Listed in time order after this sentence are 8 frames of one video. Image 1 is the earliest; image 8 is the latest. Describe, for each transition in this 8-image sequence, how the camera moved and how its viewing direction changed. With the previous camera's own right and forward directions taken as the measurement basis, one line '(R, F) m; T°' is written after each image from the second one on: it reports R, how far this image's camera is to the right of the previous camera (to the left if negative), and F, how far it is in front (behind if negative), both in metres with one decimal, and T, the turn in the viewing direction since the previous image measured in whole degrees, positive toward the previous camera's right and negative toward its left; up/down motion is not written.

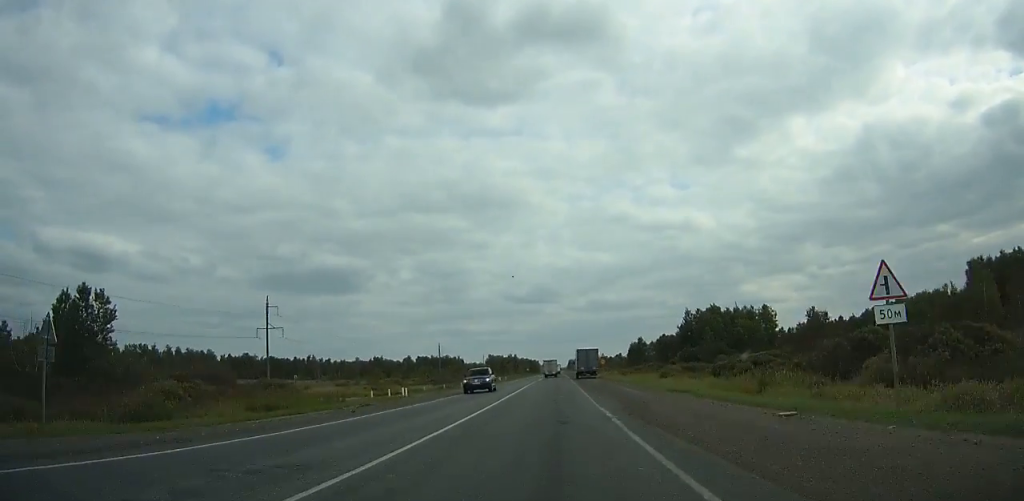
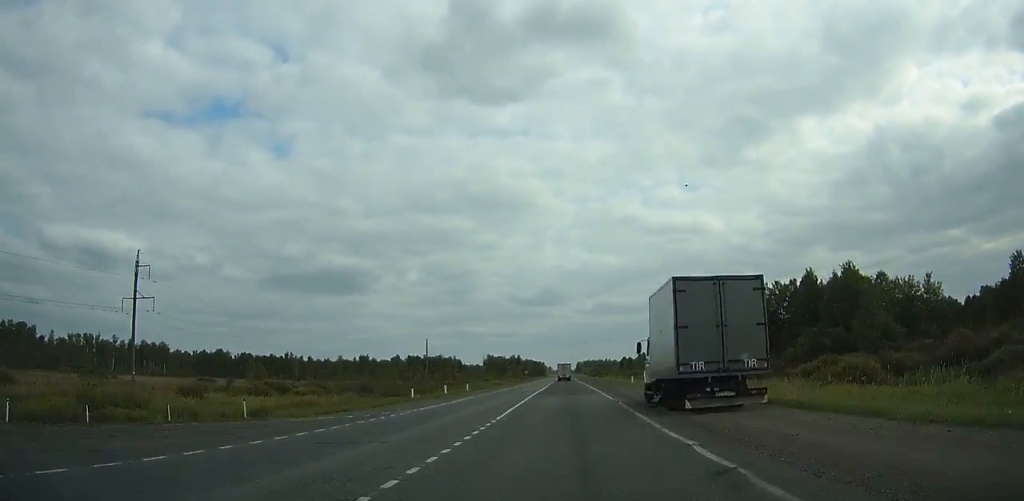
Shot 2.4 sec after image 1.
(0.0, +54.0) m; 0°
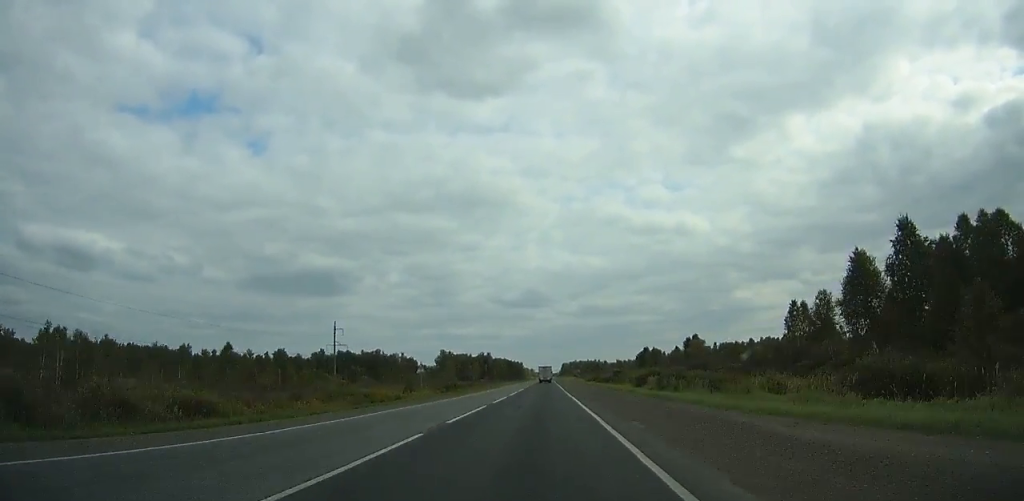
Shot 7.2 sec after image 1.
(+0.7, +108.5) m; +1°
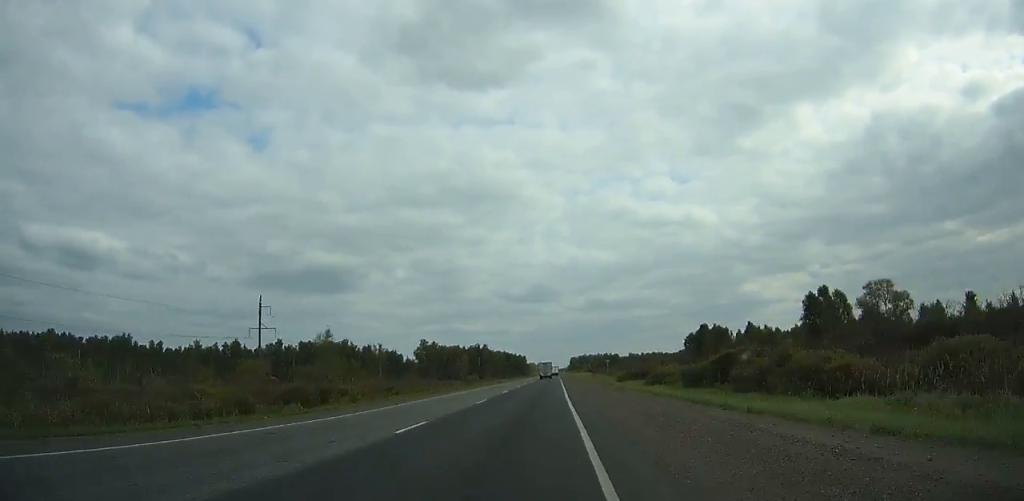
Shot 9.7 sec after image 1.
(+0.1, +56.6) m; 0°
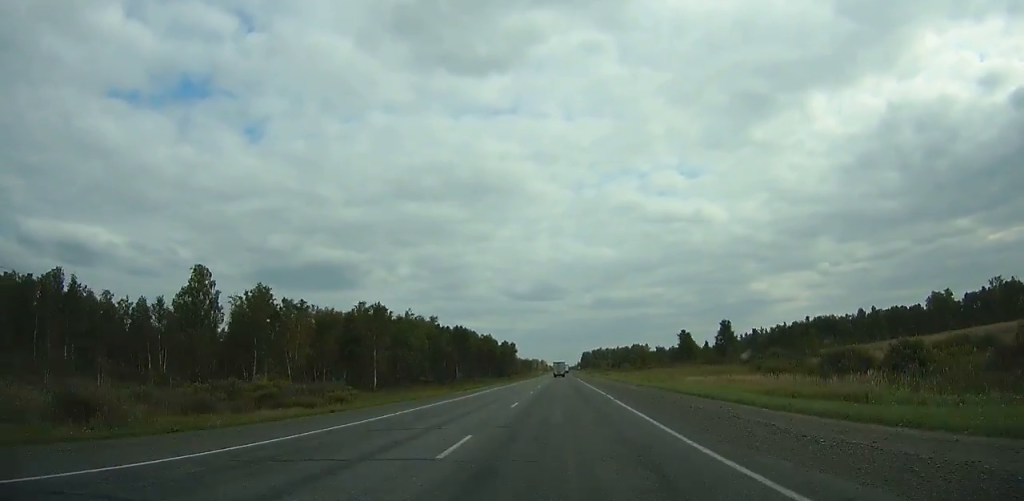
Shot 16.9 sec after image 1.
(-1.7, +161.7) m; -1°
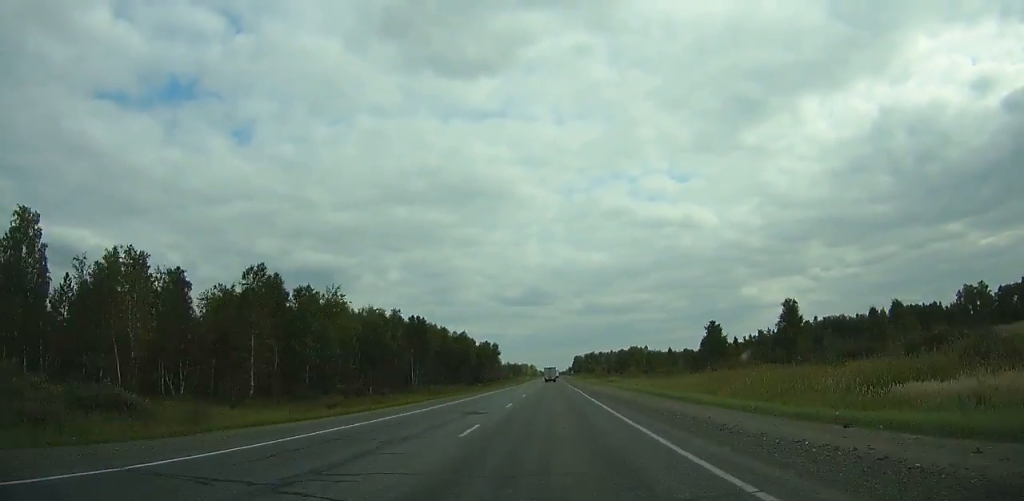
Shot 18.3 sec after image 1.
(0.0, +31.4) m; 0°
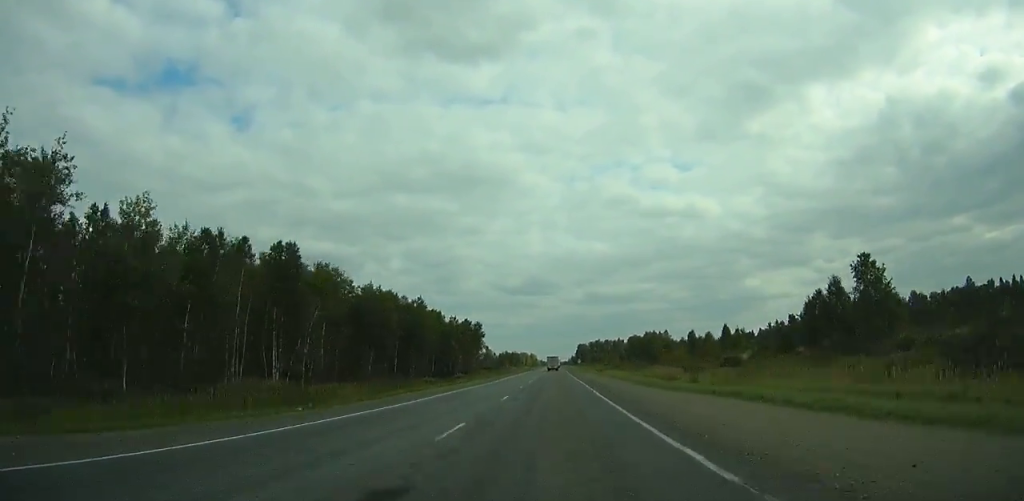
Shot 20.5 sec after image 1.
(0.0, +49.4) m; 0°
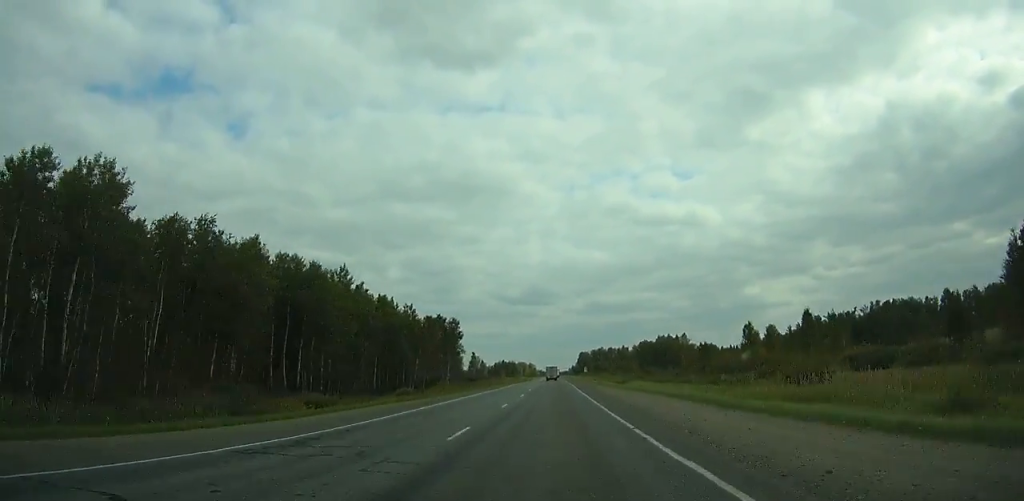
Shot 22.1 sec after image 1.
(+0.1, +35.8) m; 0°
